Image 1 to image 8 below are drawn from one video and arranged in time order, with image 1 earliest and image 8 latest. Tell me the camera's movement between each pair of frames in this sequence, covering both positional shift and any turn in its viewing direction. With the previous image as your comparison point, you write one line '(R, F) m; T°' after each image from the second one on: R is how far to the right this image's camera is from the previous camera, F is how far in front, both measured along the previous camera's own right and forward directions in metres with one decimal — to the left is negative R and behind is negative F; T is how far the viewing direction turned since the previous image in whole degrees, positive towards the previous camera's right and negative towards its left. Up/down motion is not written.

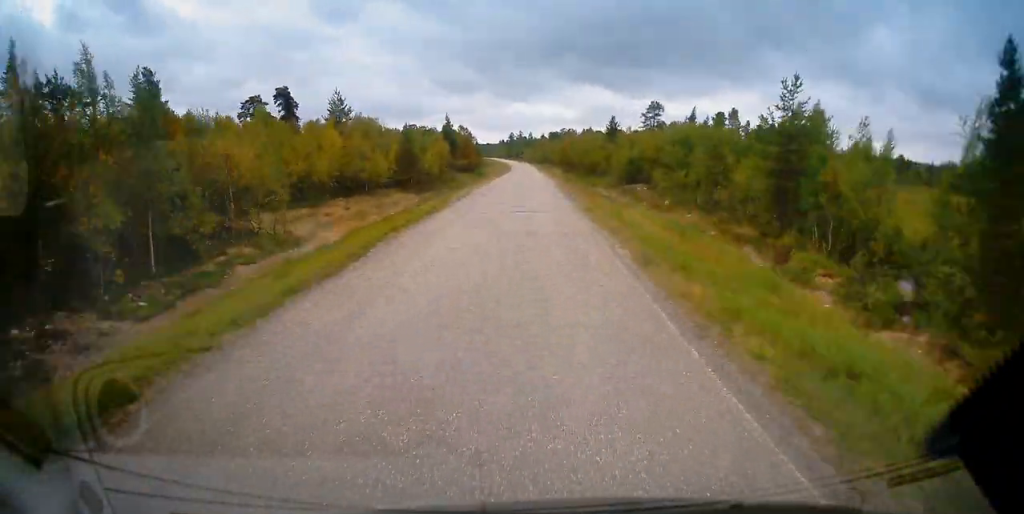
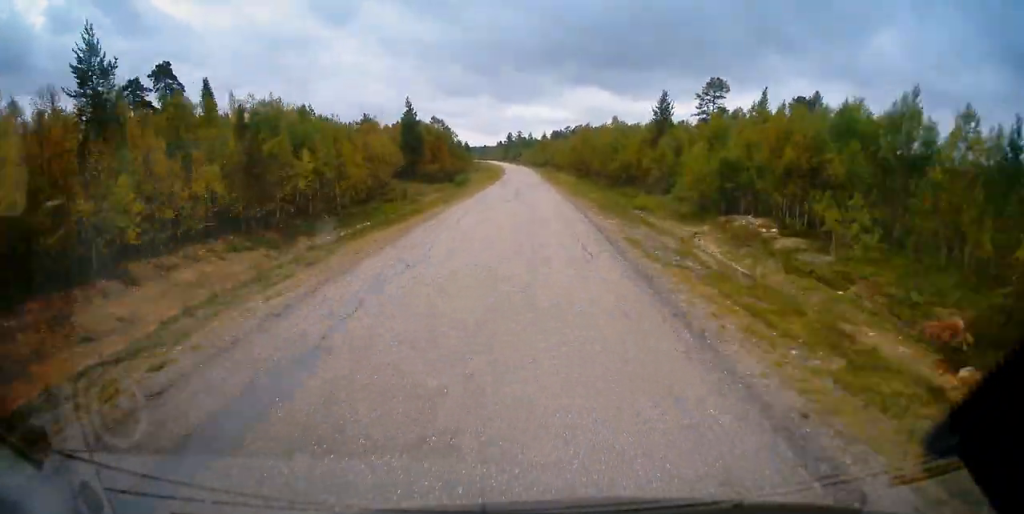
(+0.1, +32.6) m; 0°
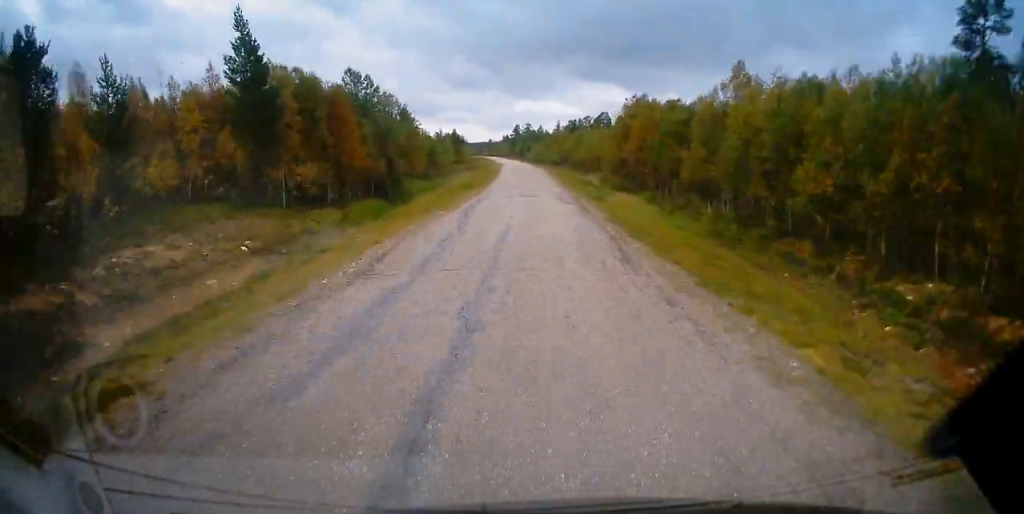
(0.0, +44.3) m; 0°
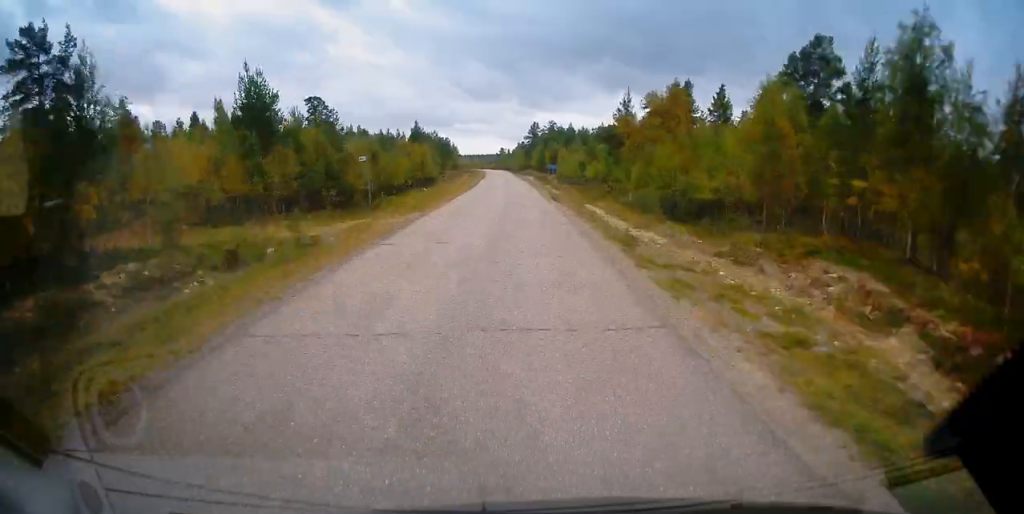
(-2.1, +100.1) m; -3°
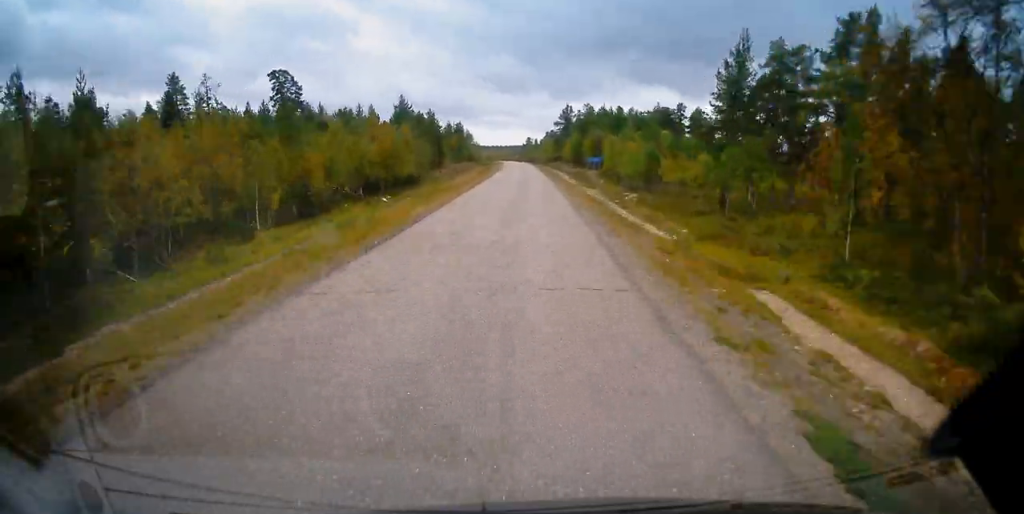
(-0.3, +35.0) m; -1°
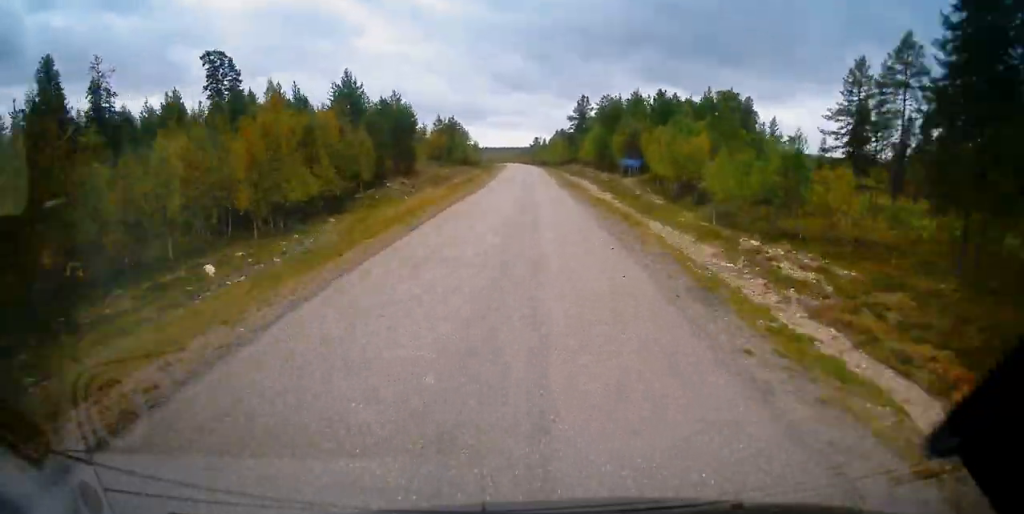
(-0.5, +28.3) m; -1°
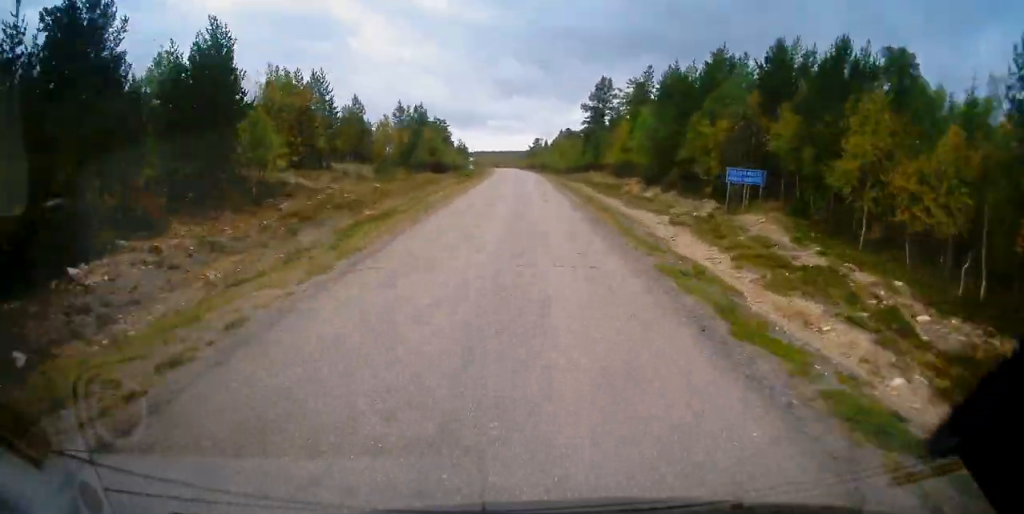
(-0.3, +37.8) m; -1°
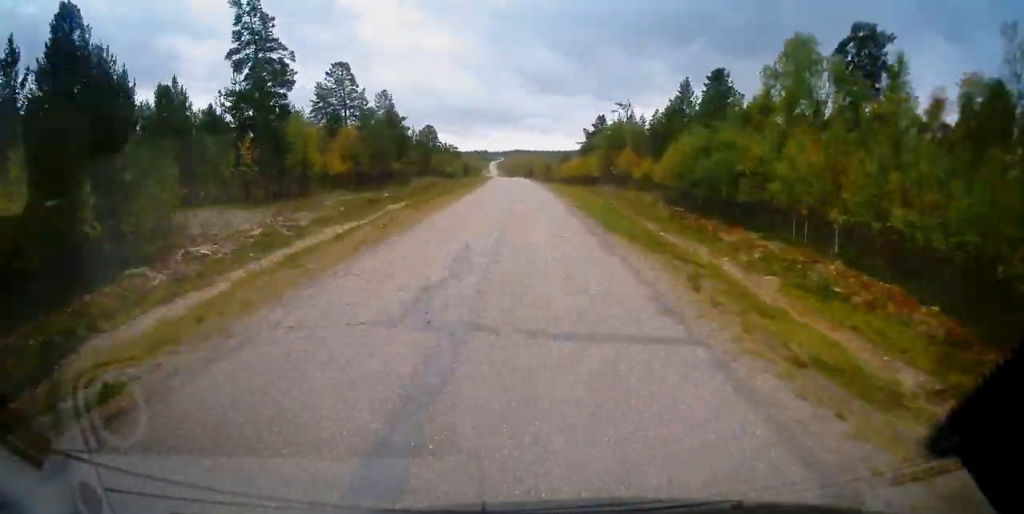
(-3.7, +142.3) m; -3°
